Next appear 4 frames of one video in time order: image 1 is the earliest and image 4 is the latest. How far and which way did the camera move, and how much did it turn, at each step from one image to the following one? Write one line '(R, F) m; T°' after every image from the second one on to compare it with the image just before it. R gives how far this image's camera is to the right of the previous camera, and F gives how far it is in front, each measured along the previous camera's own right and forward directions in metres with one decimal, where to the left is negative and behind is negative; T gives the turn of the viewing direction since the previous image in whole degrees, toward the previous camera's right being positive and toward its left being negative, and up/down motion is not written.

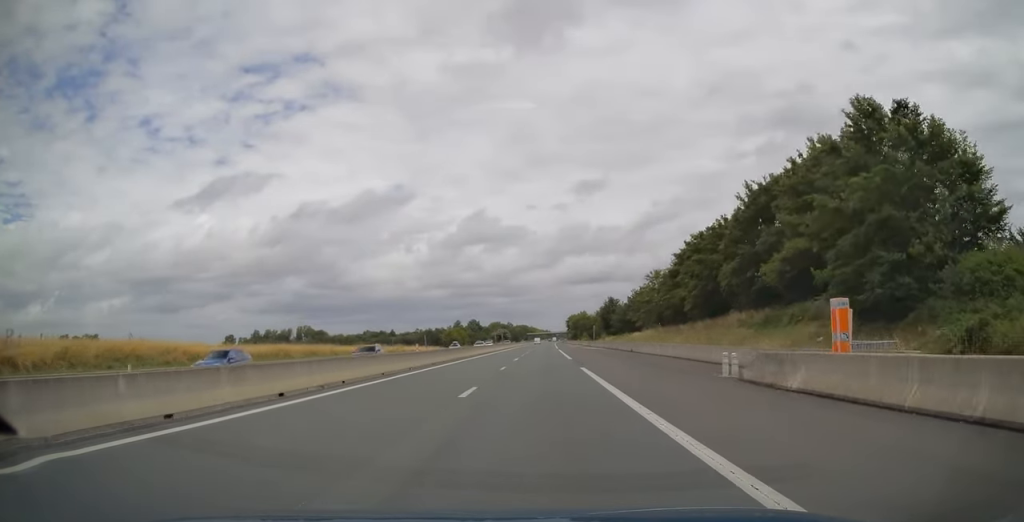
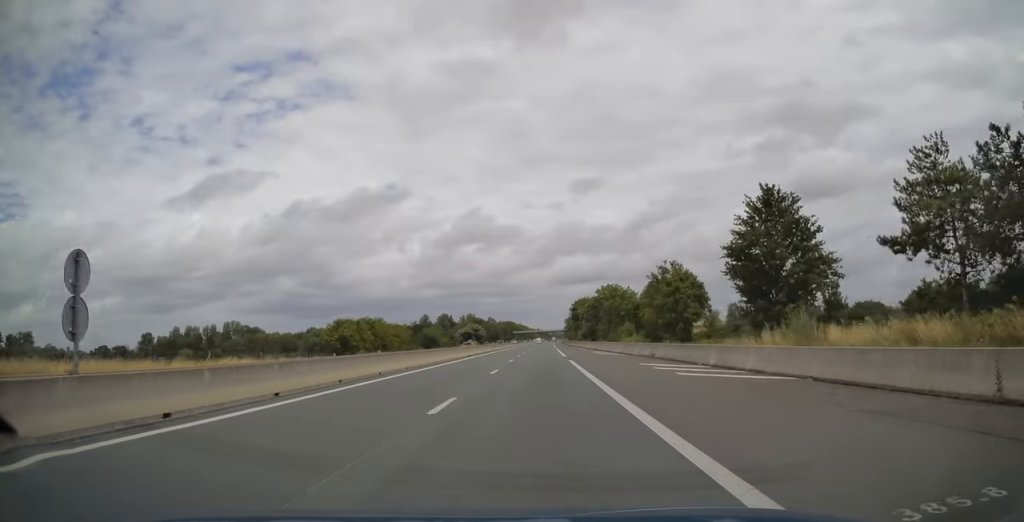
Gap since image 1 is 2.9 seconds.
(+0.7, +94.7) m; +1°
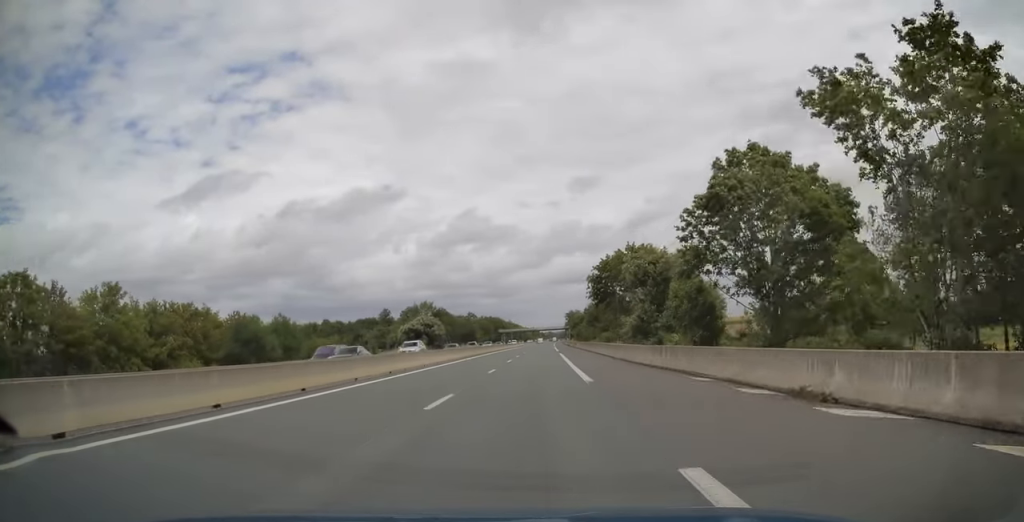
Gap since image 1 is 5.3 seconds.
(+0.4, +77.6) m; +1°
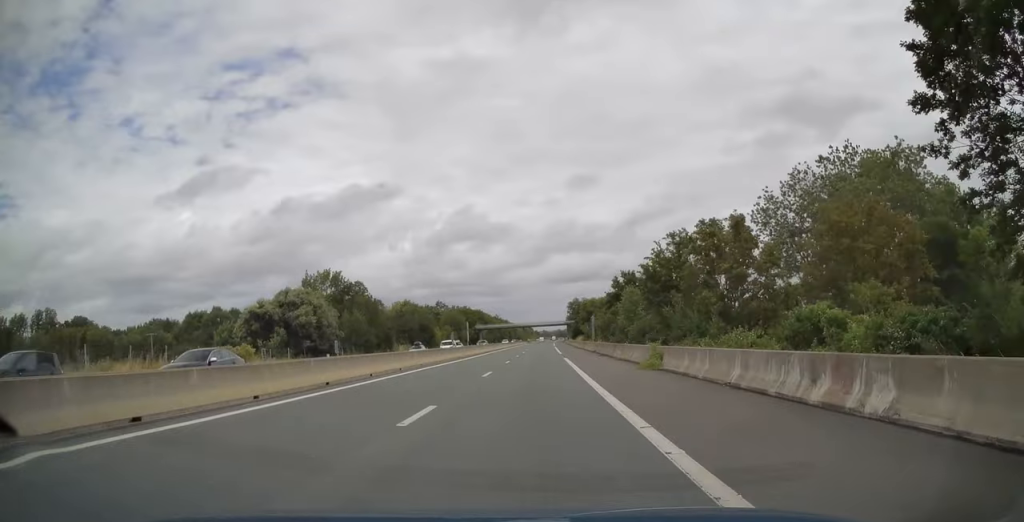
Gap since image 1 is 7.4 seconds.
(-0.2, +67.9) m; 0°
